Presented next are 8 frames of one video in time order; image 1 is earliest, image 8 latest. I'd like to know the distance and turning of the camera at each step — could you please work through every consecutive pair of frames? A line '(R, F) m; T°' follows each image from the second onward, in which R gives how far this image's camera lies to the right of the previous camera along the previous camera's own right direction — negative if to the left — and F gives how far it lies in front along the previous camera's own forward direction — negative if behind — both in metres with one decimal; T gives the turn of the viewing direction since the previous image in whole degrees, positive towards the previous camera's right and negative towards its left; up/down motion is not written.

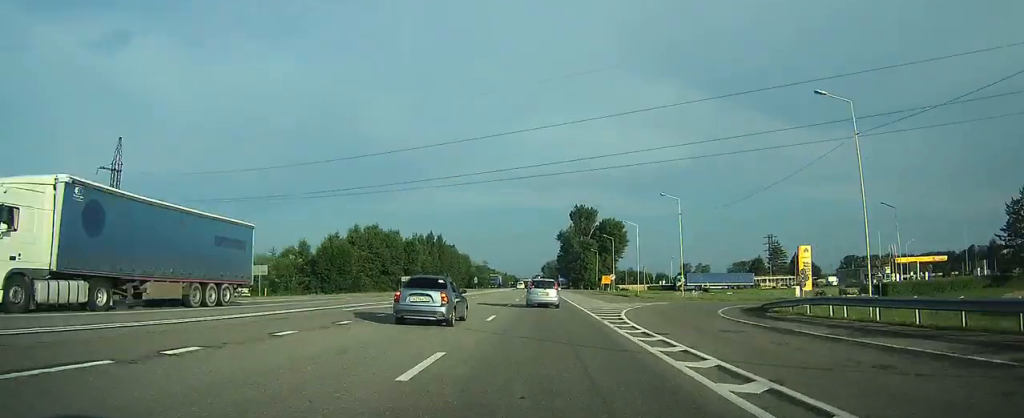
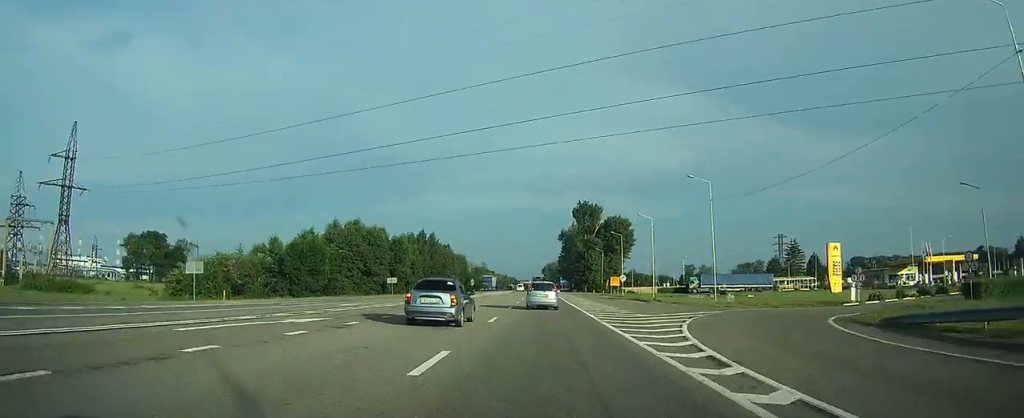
(0.0, +11.6) m; 0°
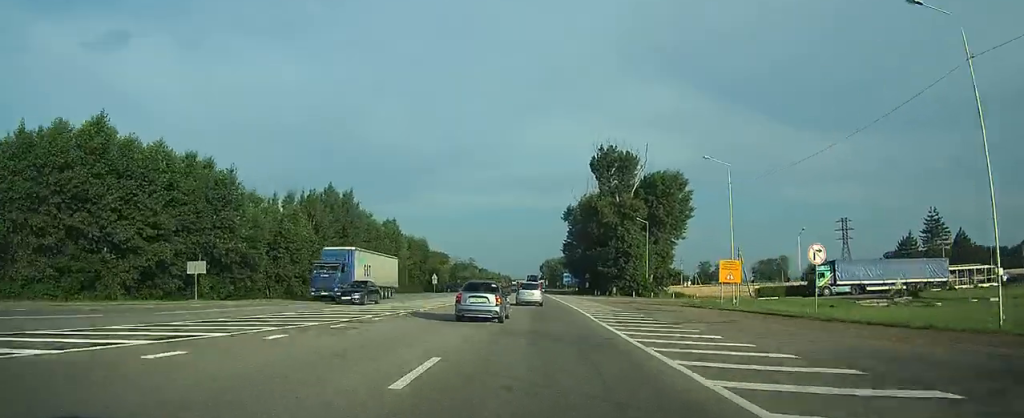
(+0.4, +61.2) m; +1°
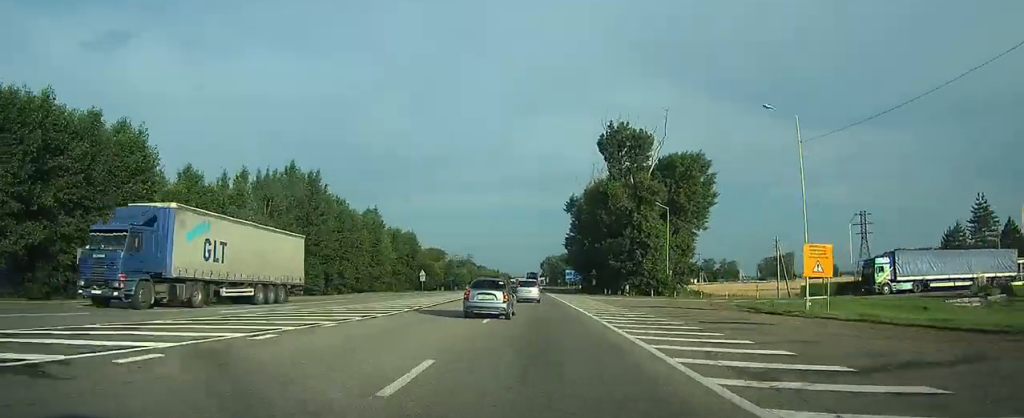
(0.0, +12.6) m; 0°
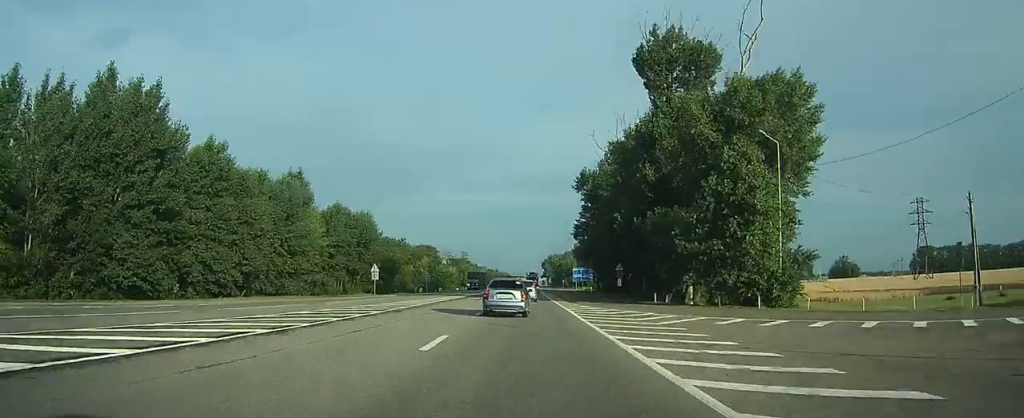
(-0.1, +31.8) m; 0°
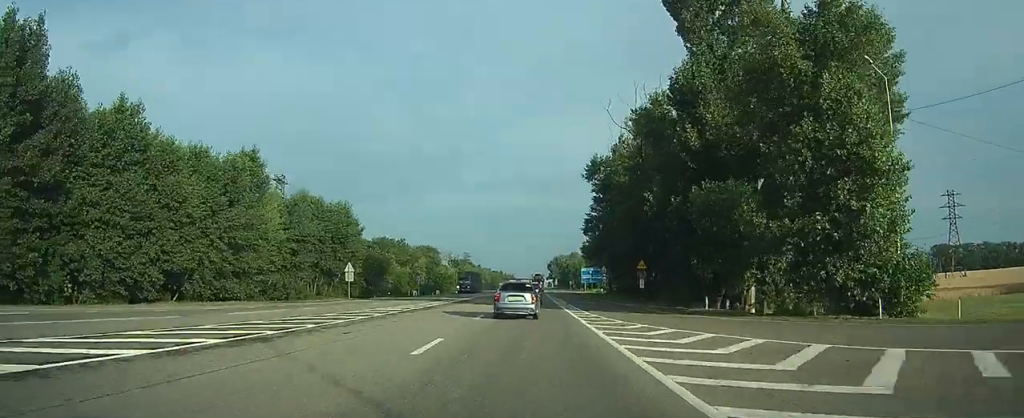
(0.0, +12.2) m; 0°
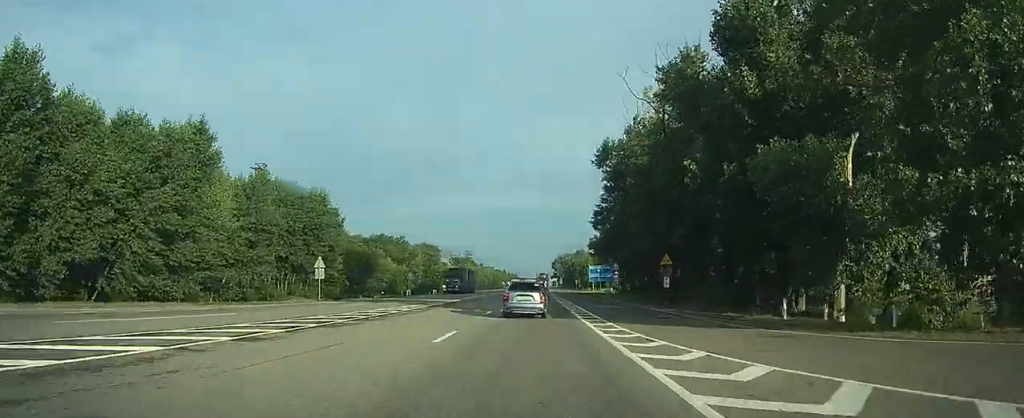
(0.0, +9.9) m; 0°
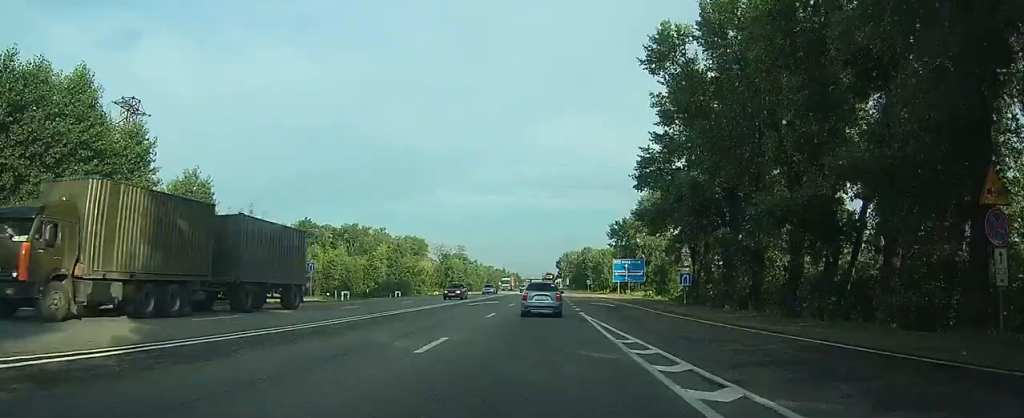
(-0.1, +38.3) m; 0°
